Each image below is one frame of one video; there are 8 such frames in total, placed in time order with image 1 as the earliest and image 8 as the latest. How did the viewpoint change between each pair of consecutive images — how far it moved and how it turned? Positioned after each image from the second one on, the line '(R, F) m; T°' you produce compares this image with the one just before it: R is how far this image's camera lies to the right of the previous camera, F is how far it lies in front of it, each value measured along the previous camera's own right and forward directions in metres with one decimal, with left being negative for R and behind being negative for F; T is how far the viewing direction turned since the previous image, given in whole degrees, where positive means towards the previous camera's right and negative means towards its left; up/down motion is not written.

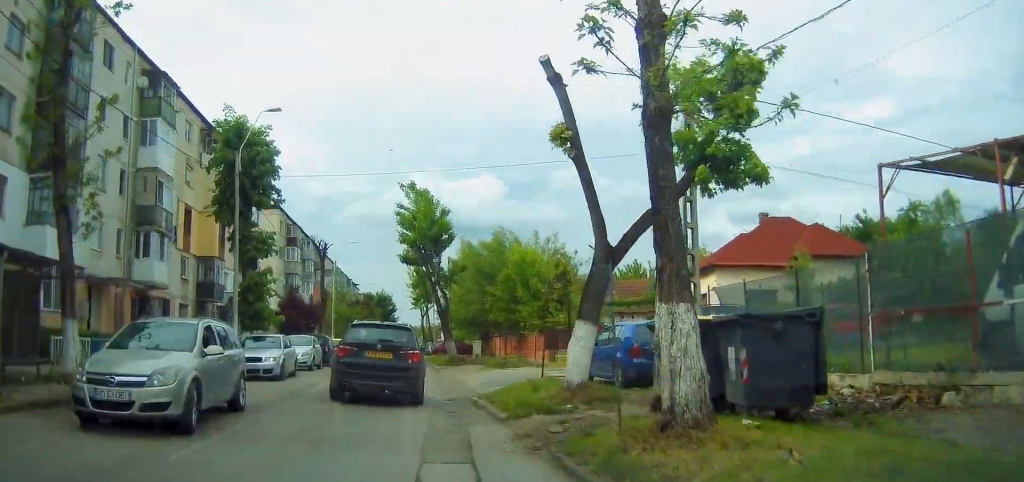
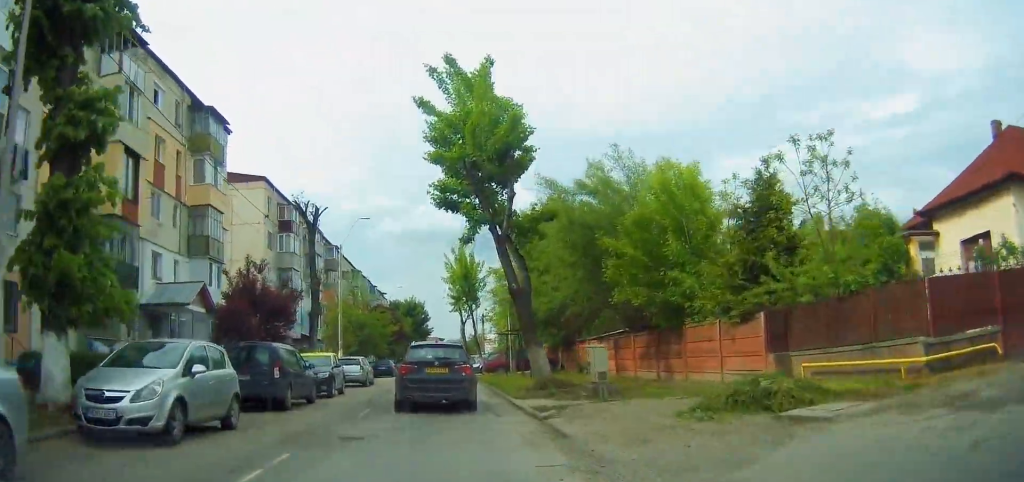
(-0.3, +18.1) m; -2°
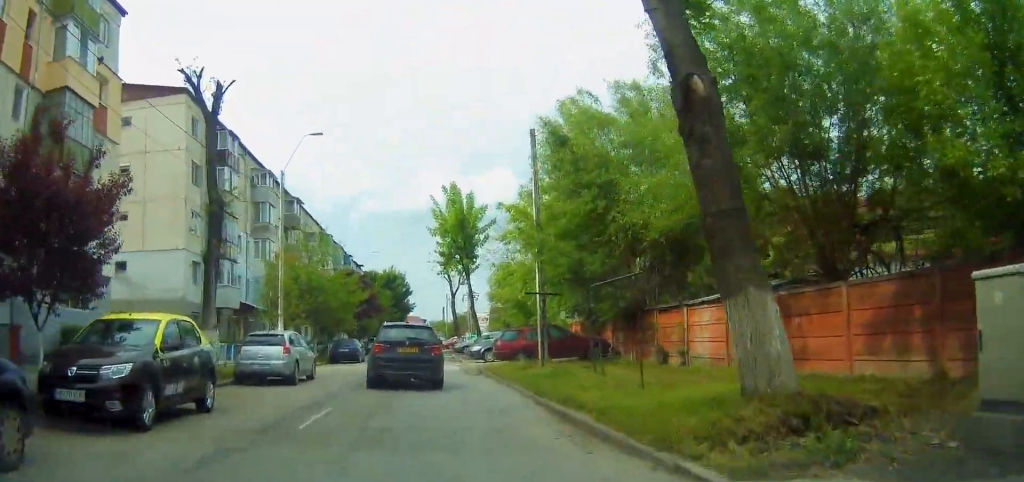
(-0.1, +12.8) m; 0°
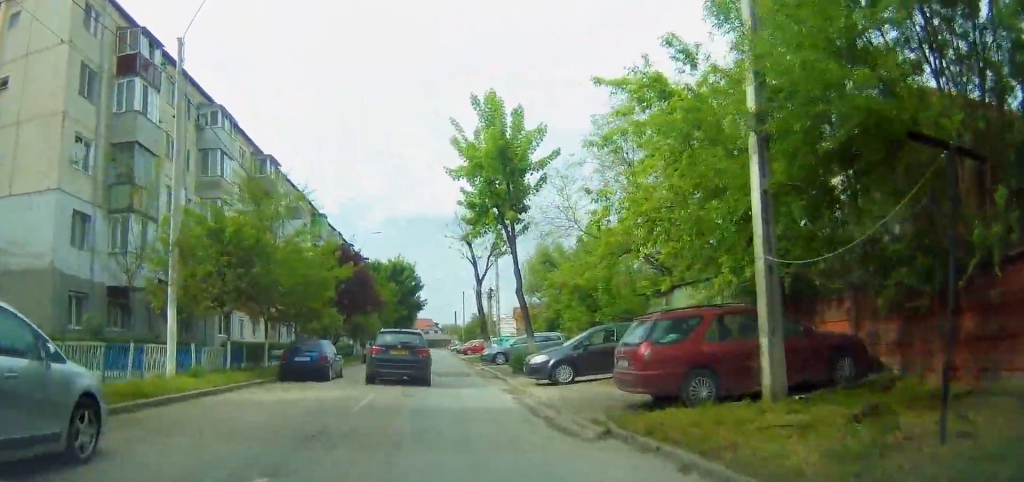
(+0.1, +14.2) m; +1°
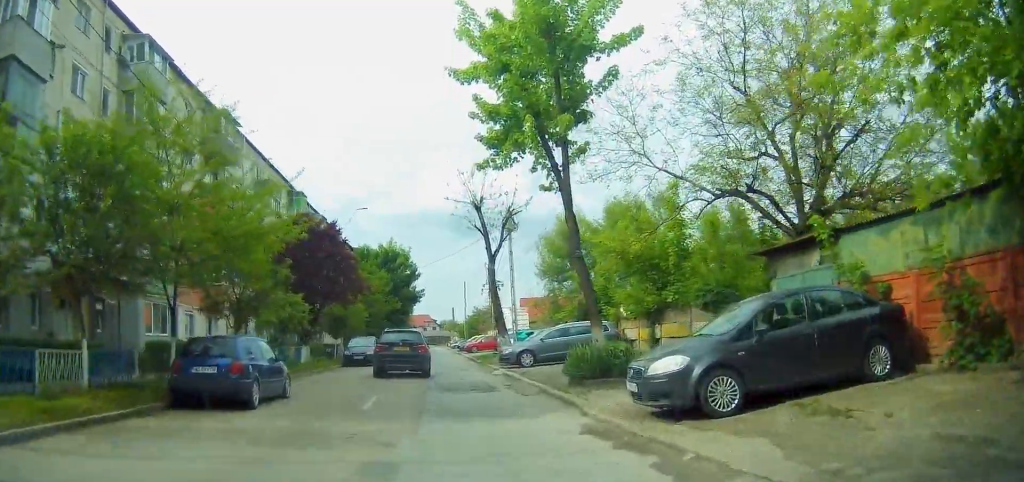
(0.0, +9.5) m; 0°
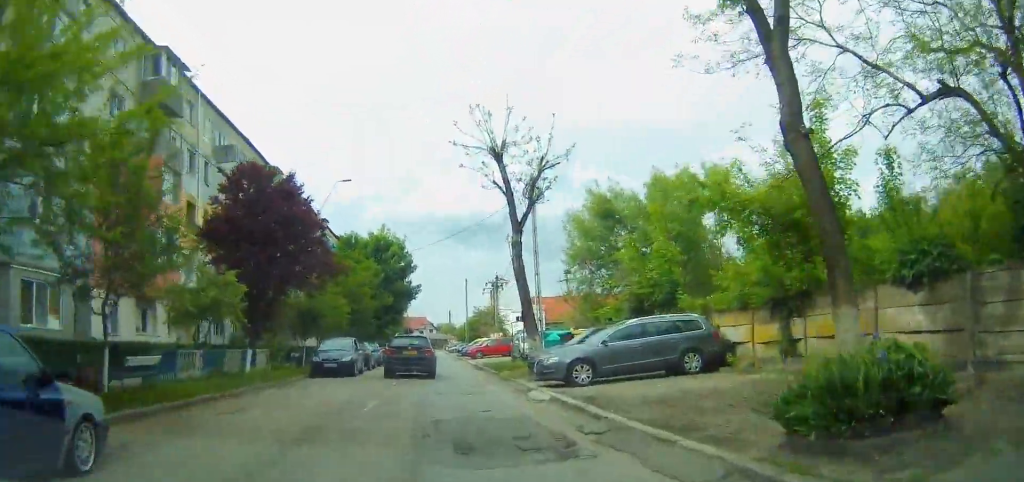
(0.0, +10.2) m; 0°
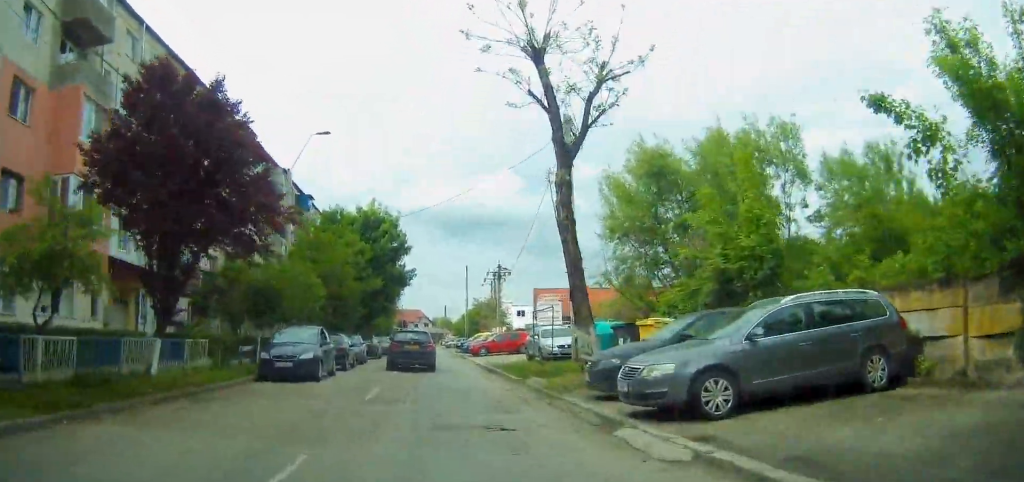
(0.0, +8.1) m; 0°
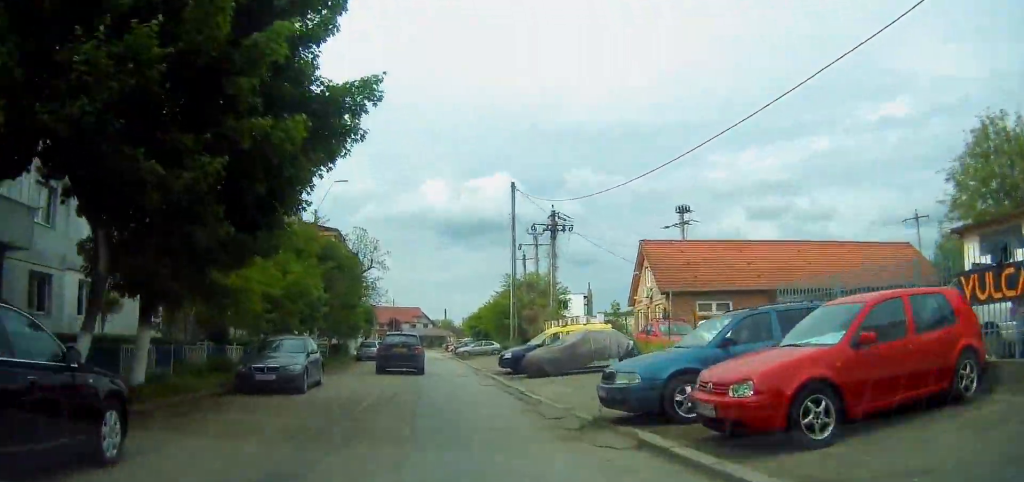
(+0.5, +37.5) m; +2°
